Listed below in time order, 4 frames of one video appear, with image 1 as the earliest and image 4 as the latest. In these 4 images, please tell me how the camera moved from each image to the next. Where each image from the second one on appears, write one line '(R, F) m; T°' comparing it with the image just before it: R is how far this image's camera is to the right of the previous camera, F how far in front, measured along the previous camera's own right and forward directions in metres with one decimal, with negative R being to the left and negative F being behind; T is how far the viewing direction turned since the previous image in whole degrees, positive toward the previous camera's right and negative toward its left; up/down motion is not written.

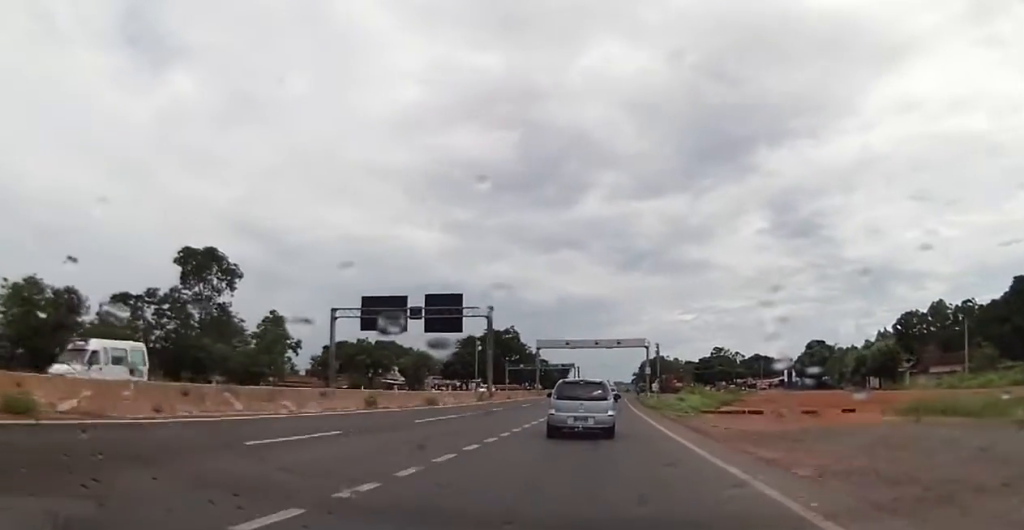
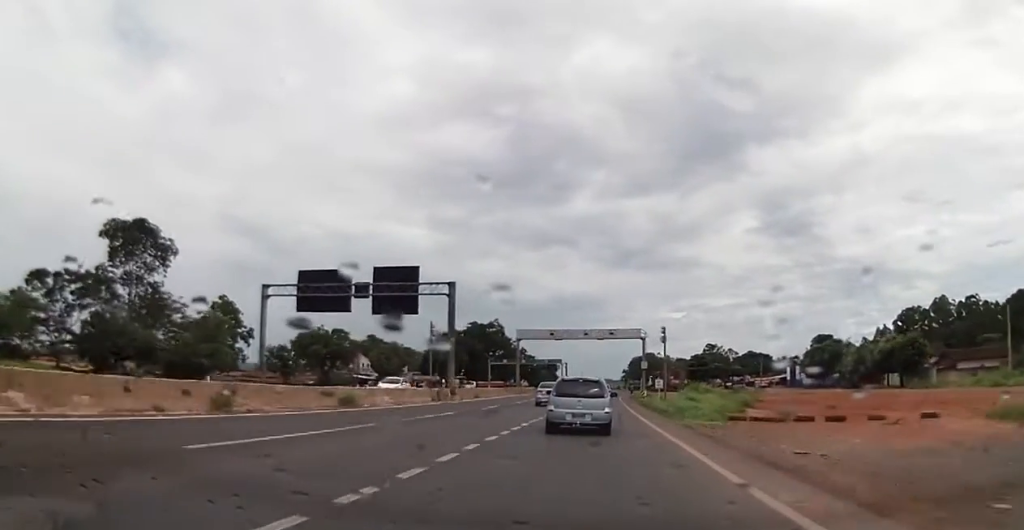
(+0.3, +12.3) m; +1°
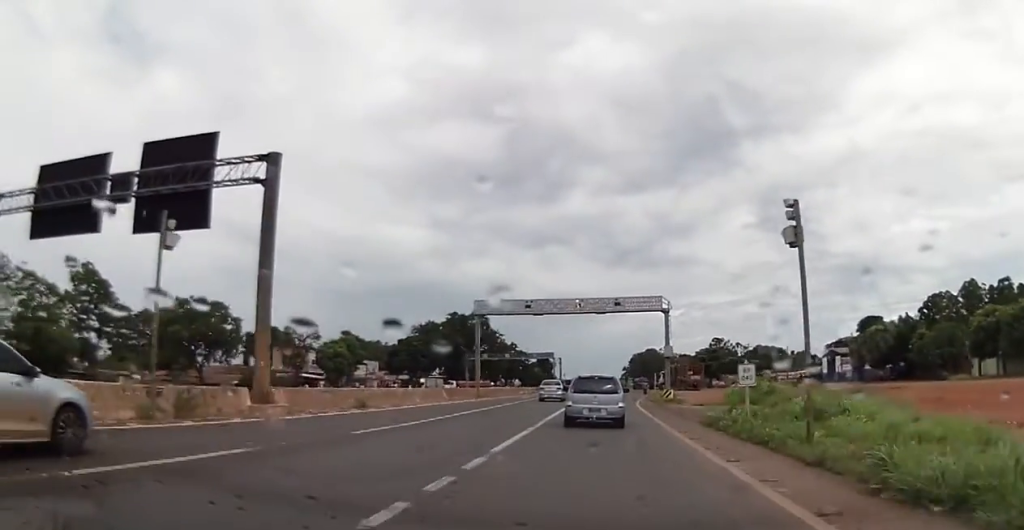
(+0.1, +28.6) m; +1°
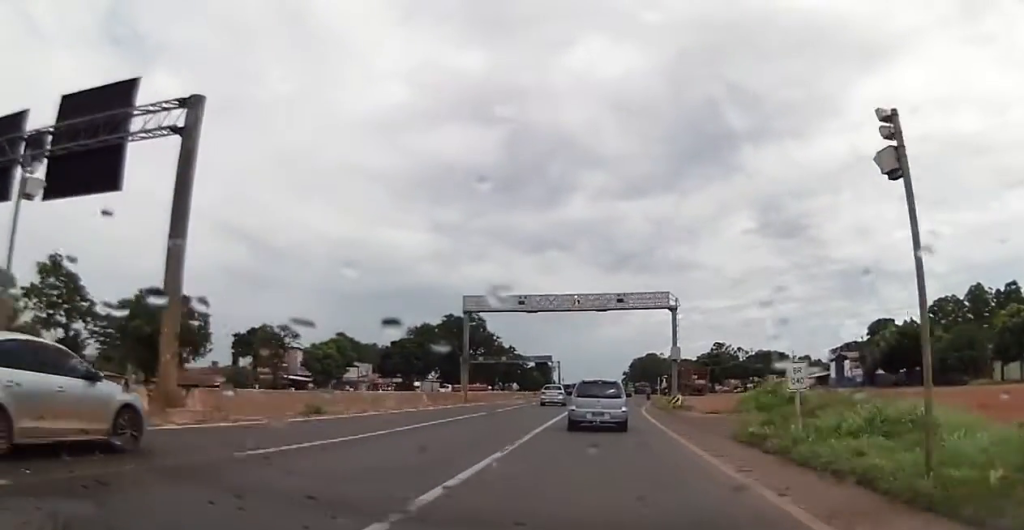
(0.0, +5.3) m; 0°
